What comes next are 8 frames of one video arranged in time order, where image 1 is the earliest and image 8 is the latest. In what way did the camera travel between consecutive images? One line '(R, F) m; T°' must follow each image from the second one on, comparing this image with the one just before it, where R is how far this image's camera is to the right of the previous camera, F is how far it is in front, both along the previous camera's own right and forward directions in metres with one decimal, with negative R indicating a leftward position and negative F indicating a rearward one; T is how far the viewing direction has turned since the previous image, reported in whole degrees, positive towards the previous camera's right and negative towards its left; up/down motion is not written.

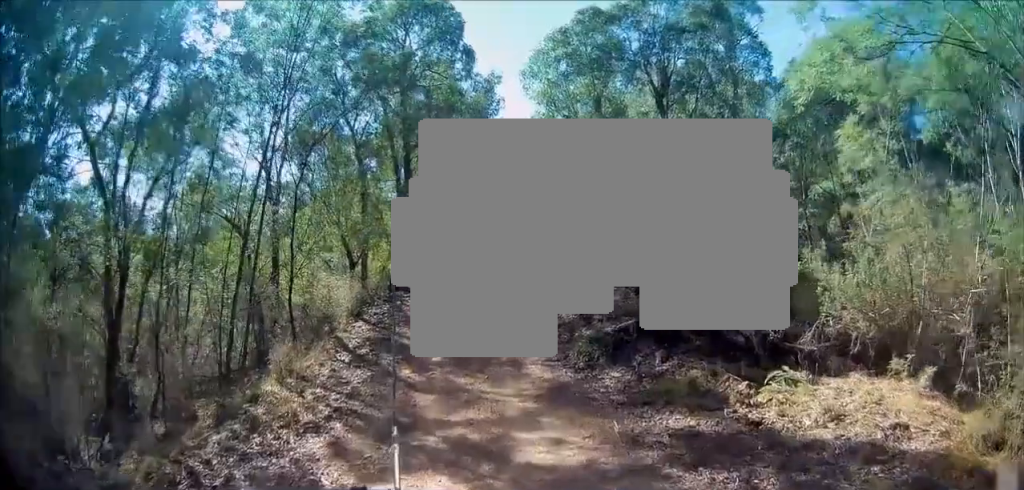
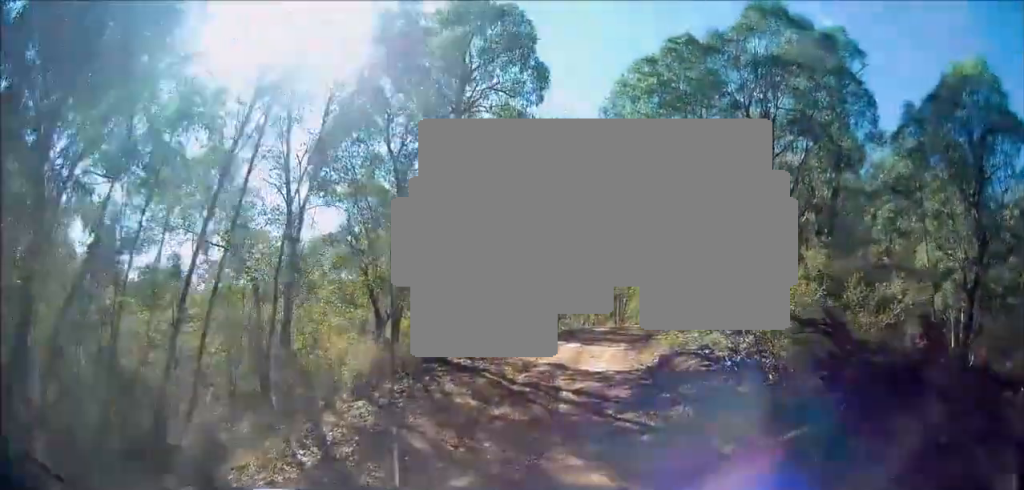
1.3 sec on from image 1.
(-0.4, +4.8) m; -2°
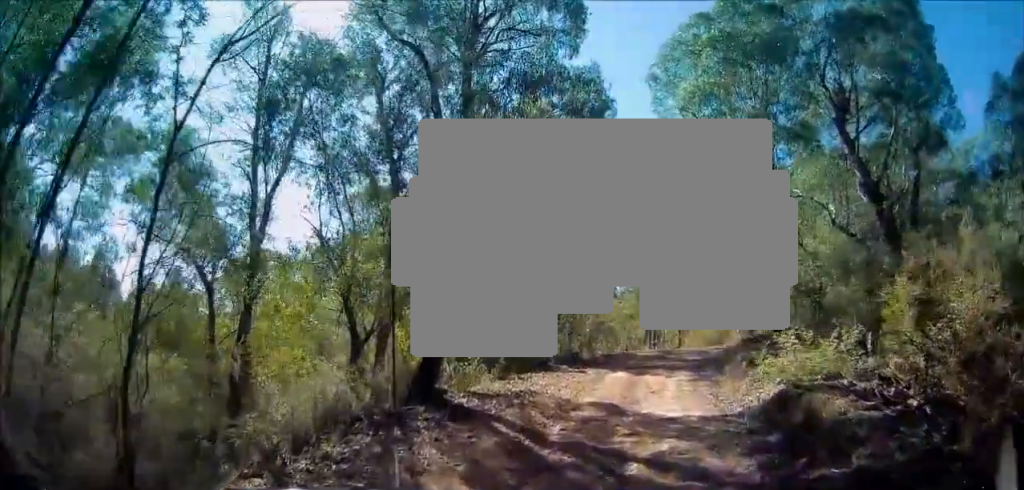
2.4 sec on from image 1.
(+0.1, +4.8) m; -3°
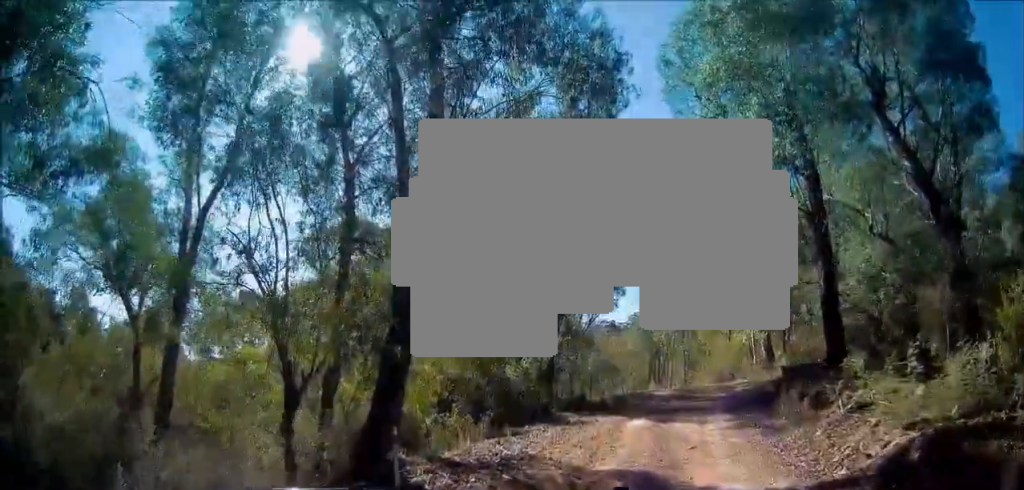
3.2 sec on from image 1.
(-0.3, +3.3) m; -2°
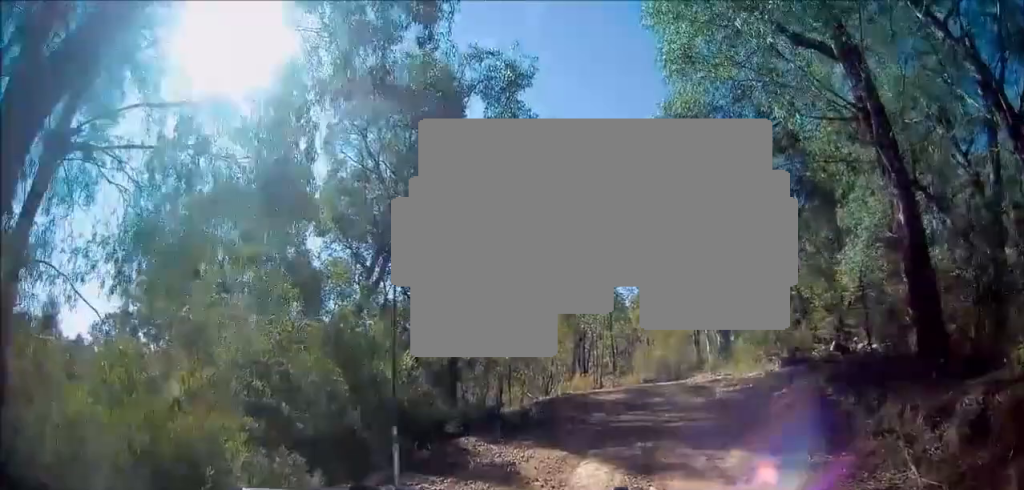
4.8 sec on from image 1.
(+0.8, +6.2) m; +19°
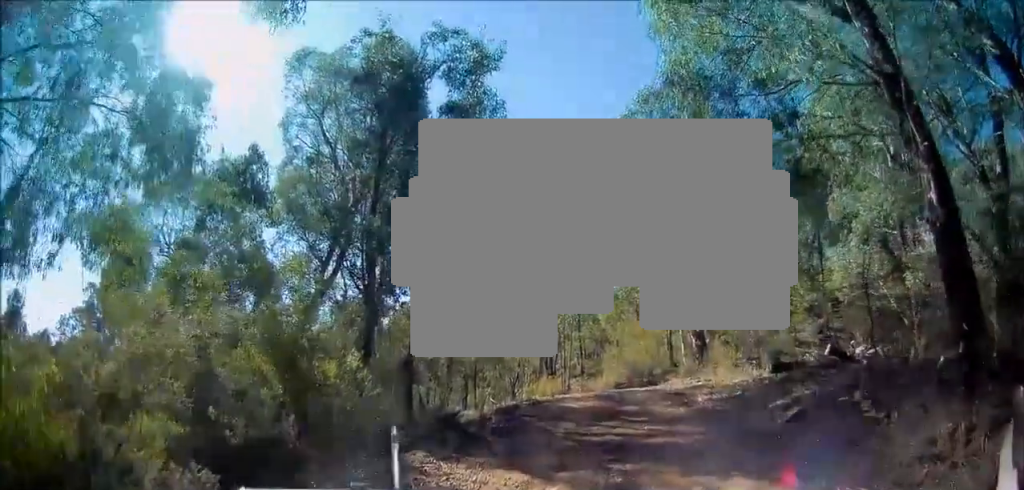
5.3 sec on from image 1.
(0.0, +1.6) m; +5°
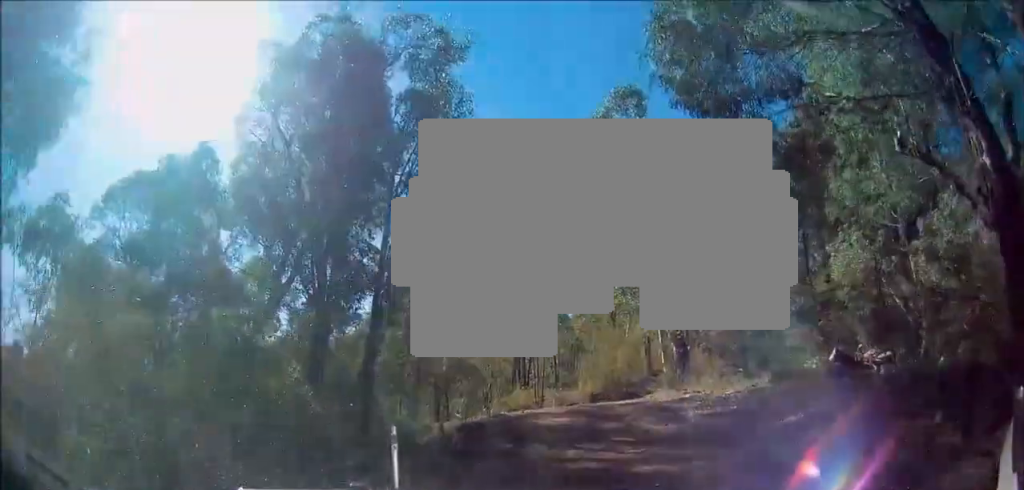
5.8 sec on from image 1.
(+0.2, +1.8) m; +2°
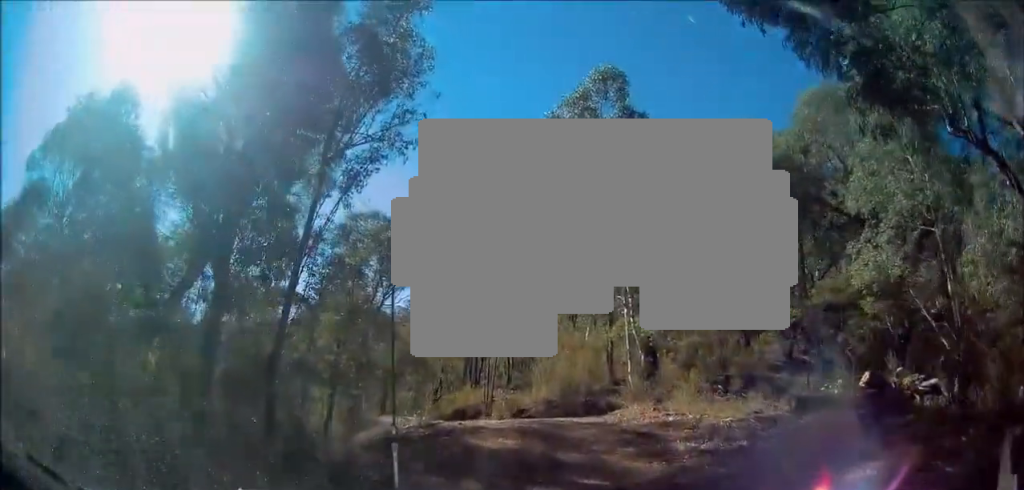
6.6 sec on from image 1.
(+0.1, +3.1) m; +2°
